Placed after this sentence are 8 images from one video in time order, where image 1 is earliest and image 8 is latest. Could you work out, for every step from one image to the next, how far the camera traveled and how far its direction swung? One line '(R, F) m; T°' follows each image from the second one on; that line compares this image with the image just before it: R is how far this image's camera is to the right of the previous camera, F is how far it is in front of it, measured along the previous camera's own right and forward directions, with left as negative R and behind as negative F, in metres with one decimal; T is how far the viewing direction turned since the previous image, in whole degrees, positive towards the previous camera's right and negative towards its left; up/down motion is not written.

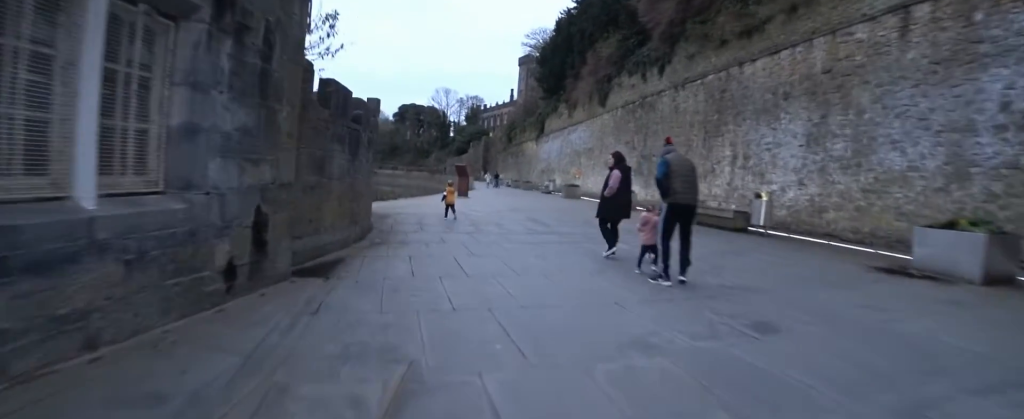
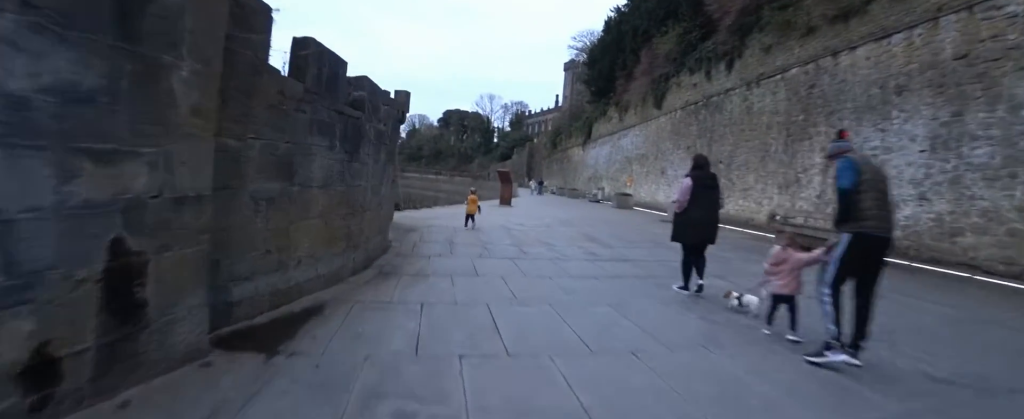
(-0.3, +2.0) m; -8°
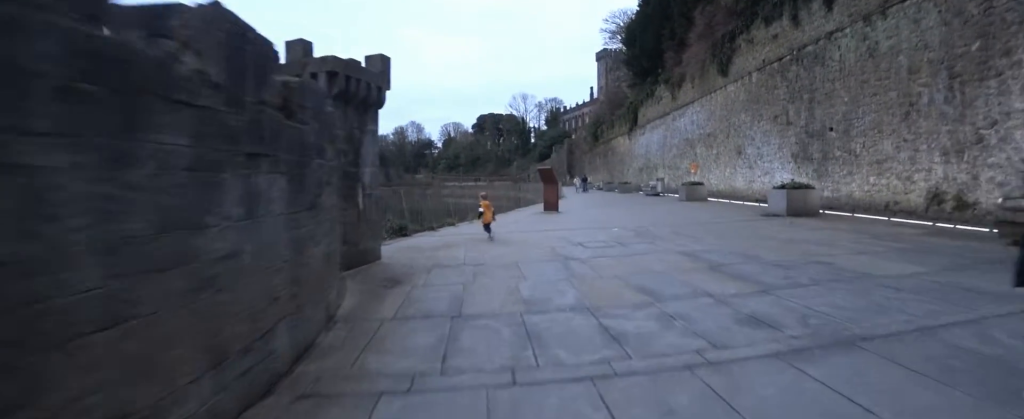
(0.0, +4.5) m; +6°
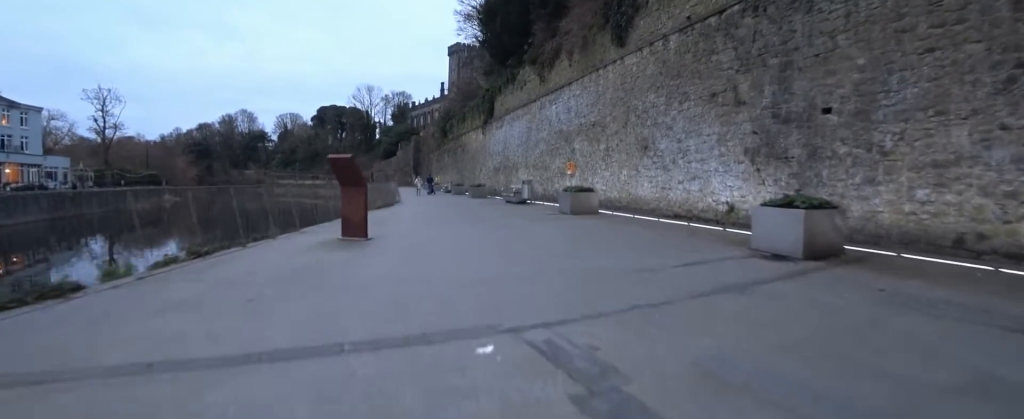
(+1.7, +7.8) m; +21°
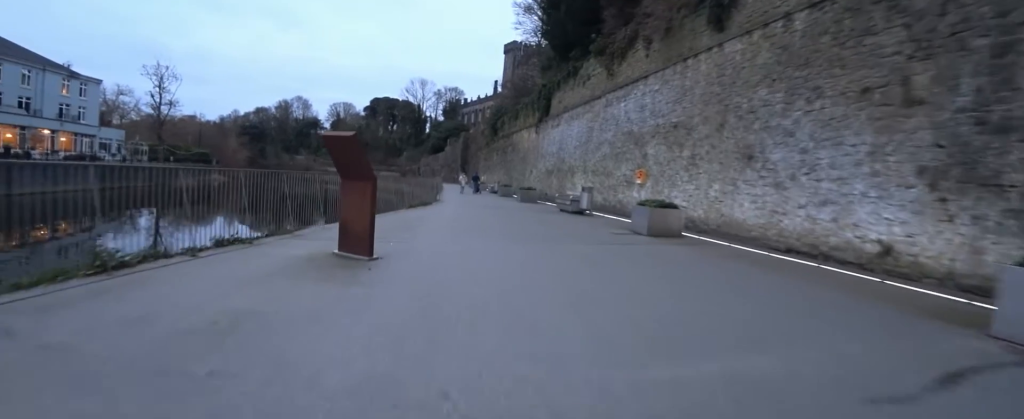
(0.0, +3.4) m; +1°
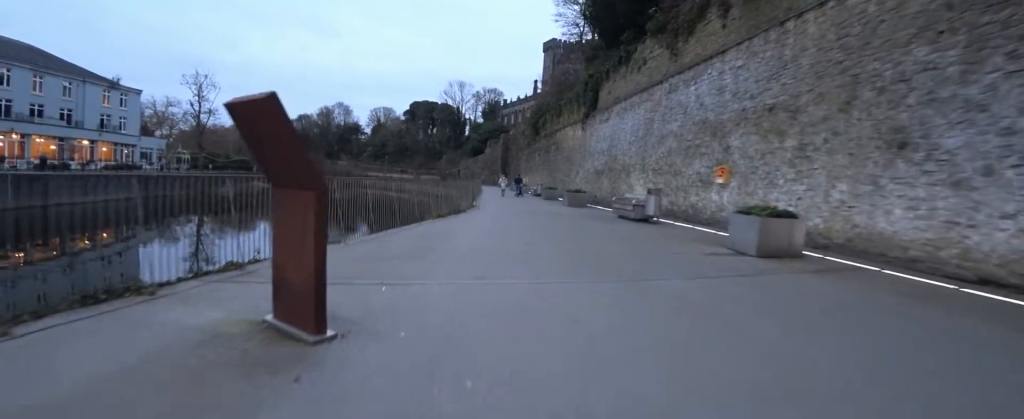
(0.0, +3.7) m; 0°
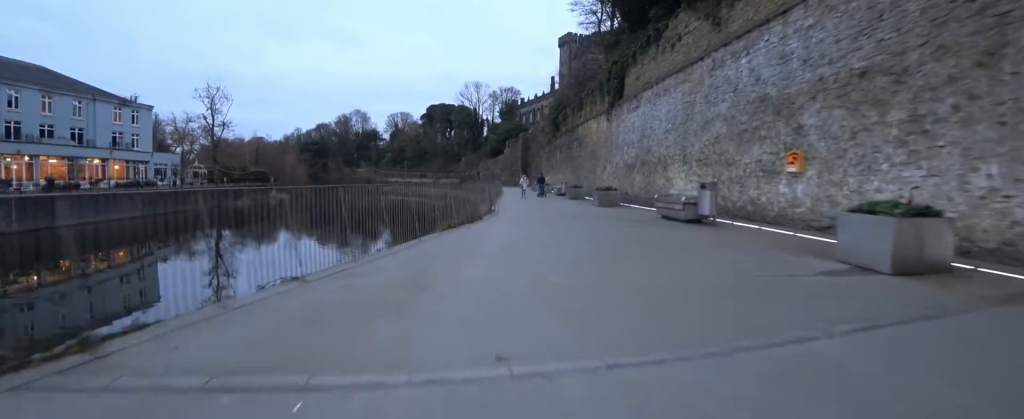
(0.0, +2.9) m; -2°
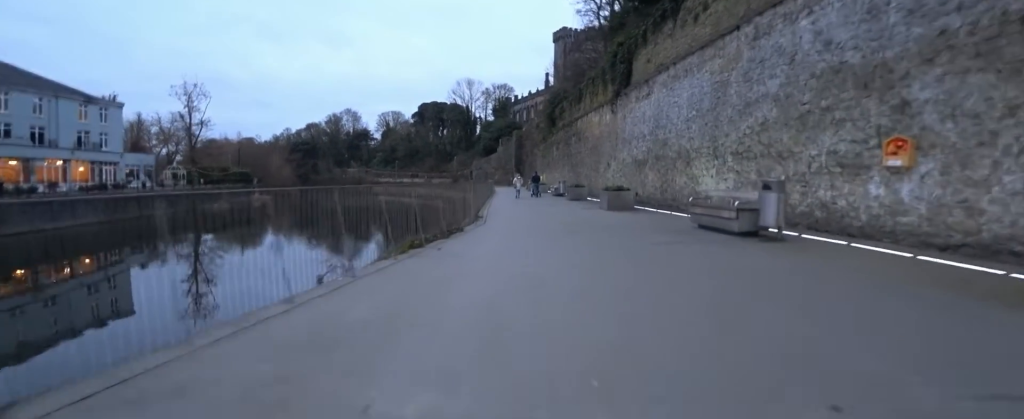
(+0.1, +3.9) m; -6°
